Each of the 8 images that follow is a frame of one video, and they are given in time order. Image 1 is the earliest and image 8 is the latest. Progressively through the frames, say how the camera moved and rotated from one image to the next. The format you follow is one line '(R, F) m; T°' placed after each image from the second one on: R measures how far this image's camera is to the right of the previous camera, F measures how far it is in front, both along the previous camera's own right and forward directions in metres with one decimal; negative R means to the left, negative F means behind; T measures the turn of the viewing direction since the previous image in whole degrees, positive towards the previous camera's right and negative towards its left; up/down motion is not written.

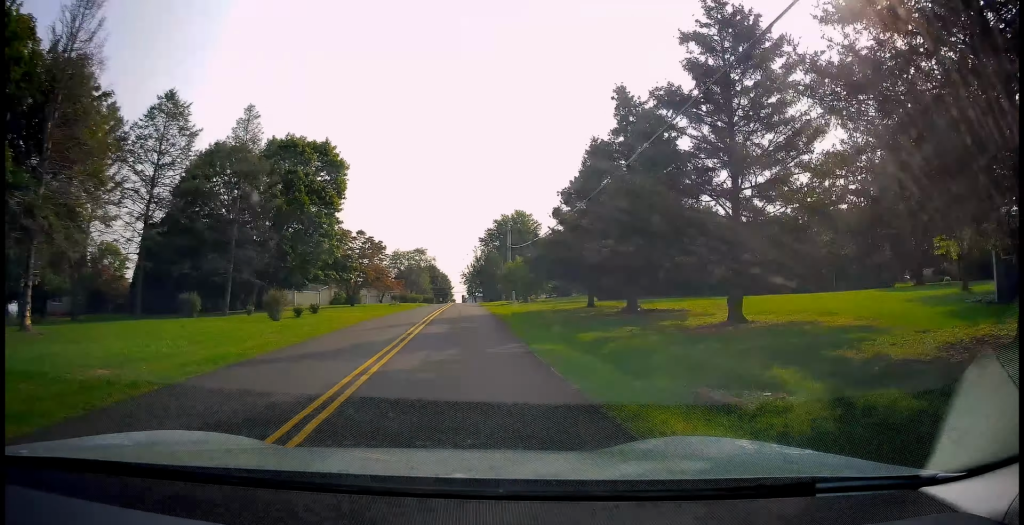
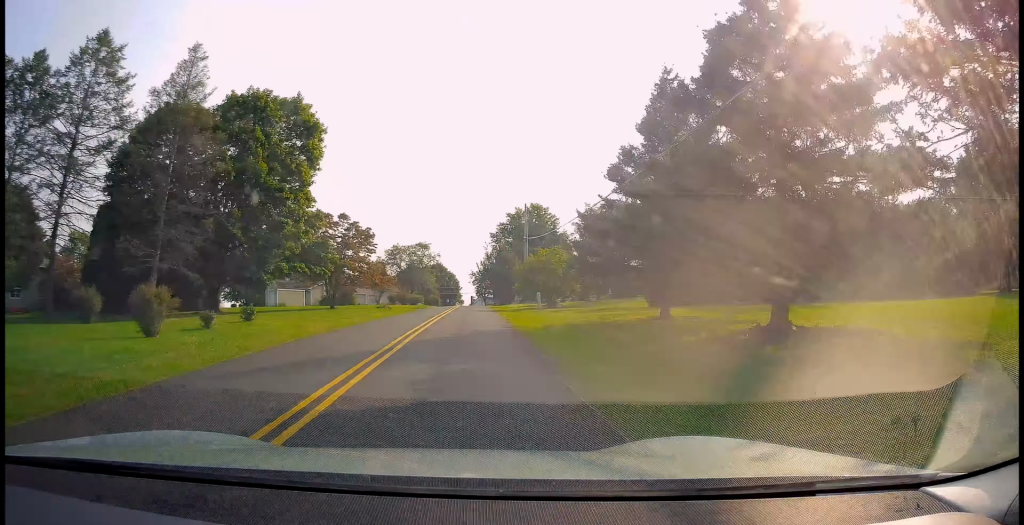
(-0.3, +12.6) m; -4°
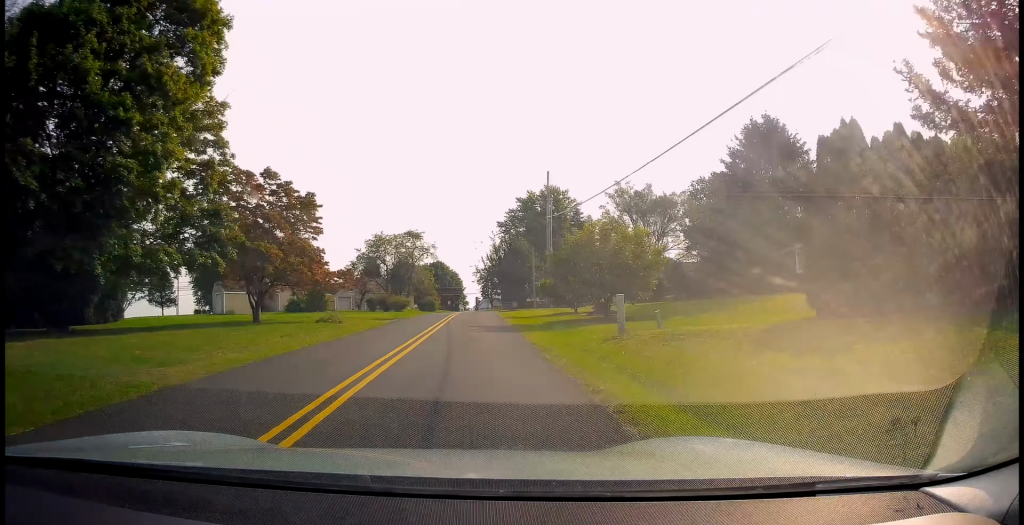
(-1.0, +20.0) m; -4°
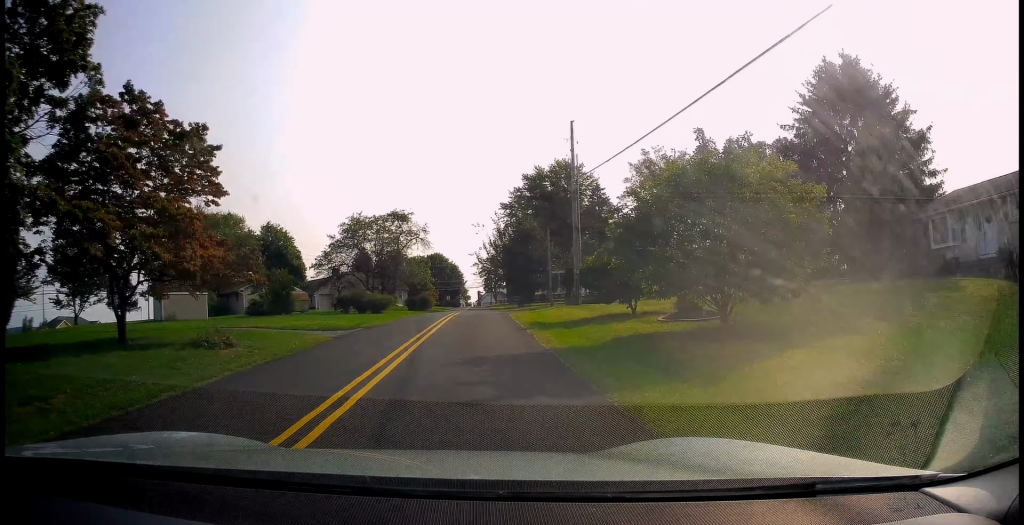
(-0.3, +13.3) m; -1°
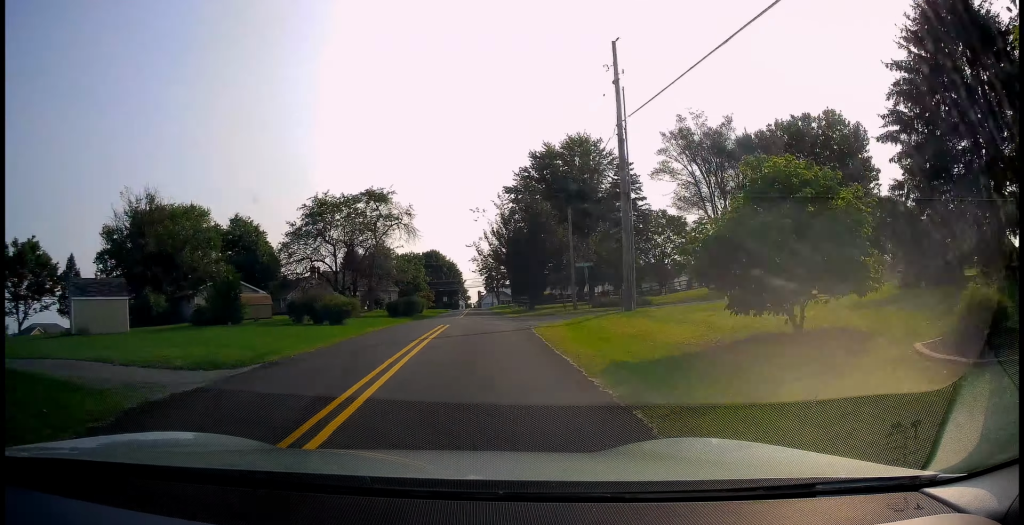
(-0.1, +13.2) m; -1°
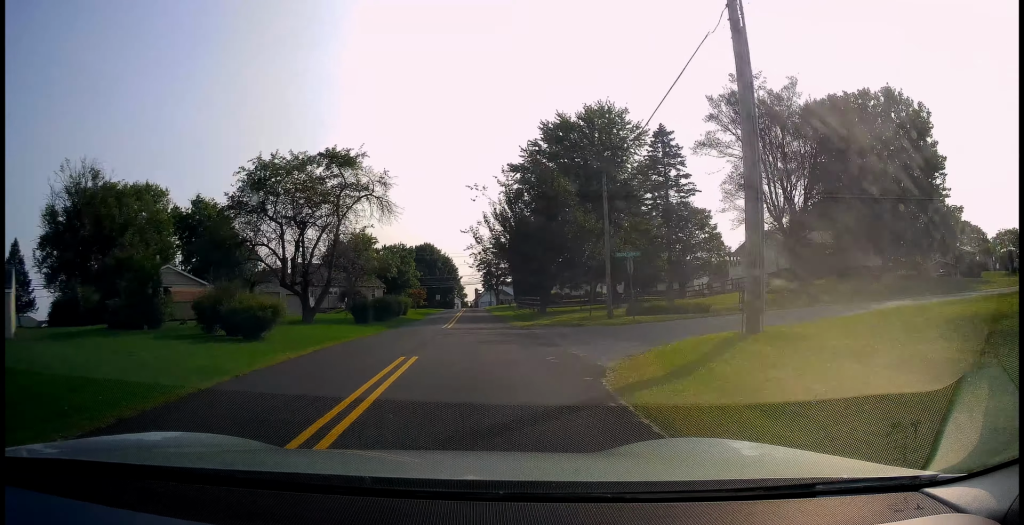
(0.0, +12.2) m; 0°
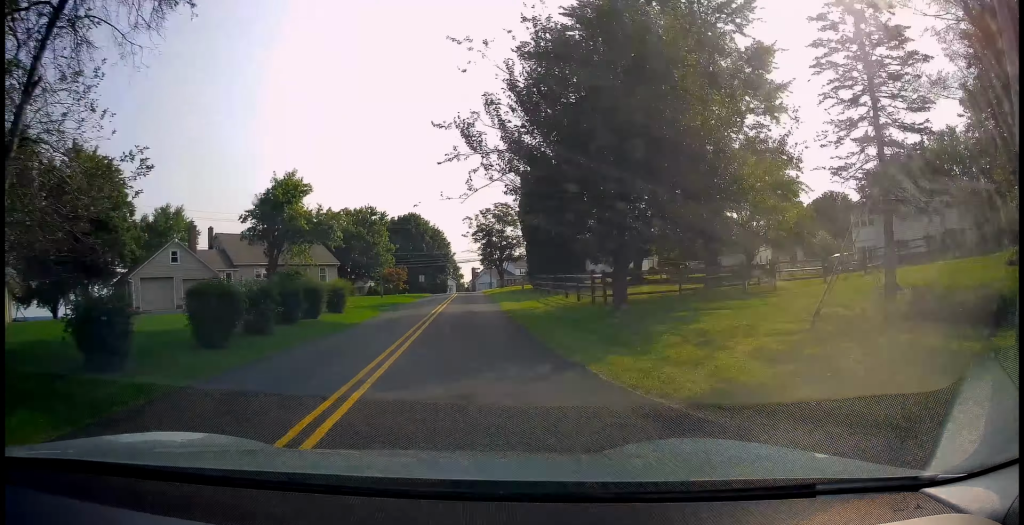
(-0.2, +24.5) m; 0°
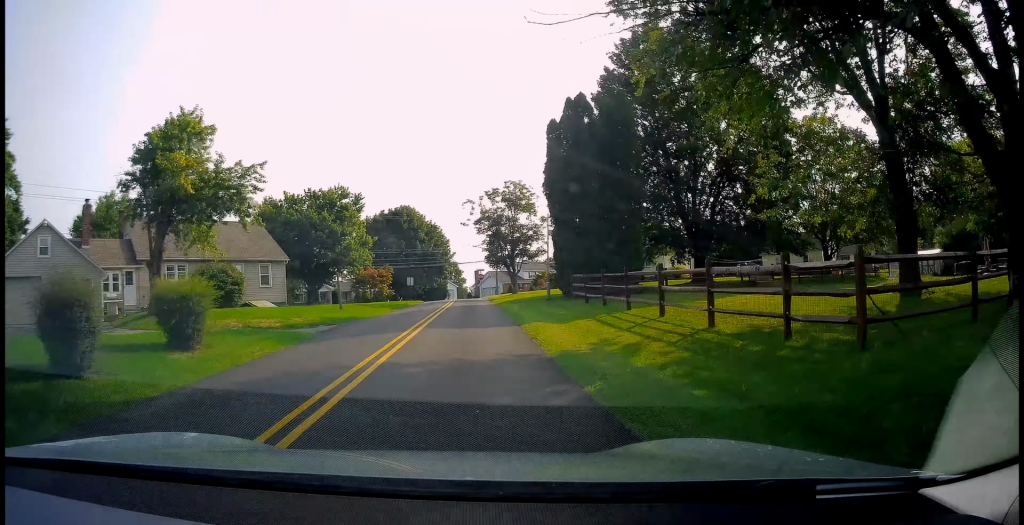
(+0.3, +15.8) m; 0°
